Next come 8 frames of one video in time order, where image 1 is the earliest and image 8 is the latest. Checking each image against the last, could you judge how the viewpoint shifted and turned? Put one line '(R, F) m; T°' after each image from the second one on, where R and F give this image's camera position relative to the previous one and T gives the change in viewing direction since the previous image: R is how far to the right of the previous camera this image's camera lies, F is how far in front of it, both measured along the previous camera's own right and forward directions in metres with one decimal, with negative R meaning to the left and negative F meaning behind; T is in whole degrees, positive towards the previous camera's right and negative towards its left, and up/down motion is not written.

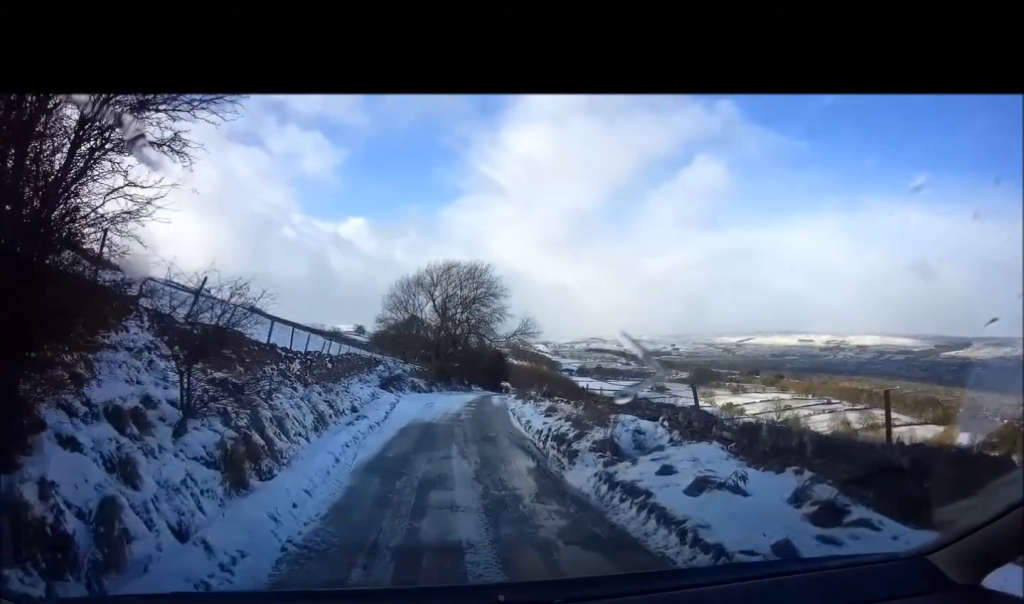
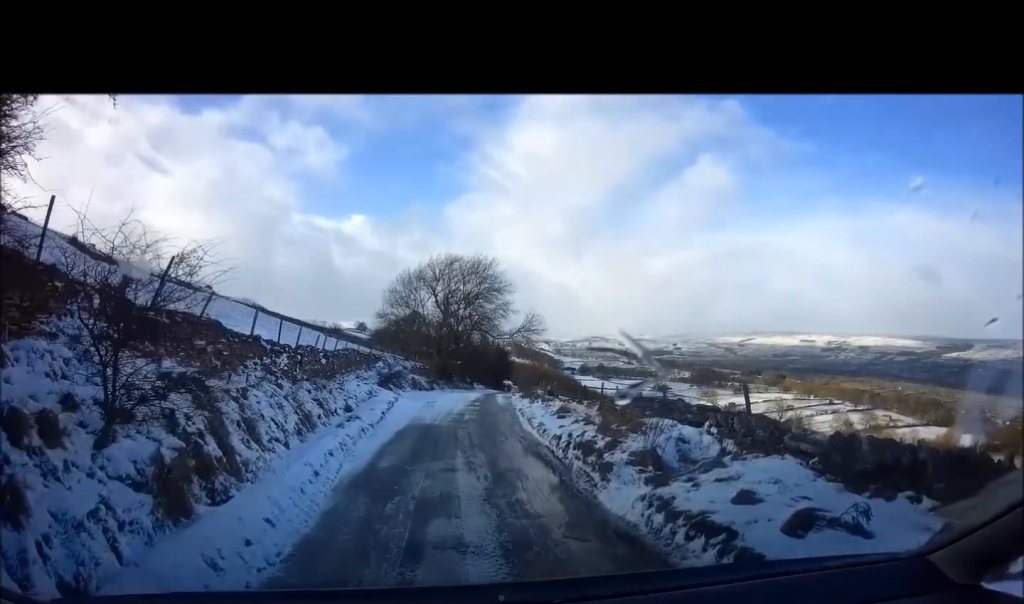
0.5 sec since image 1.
(+0.1, +1.7) m; +4°
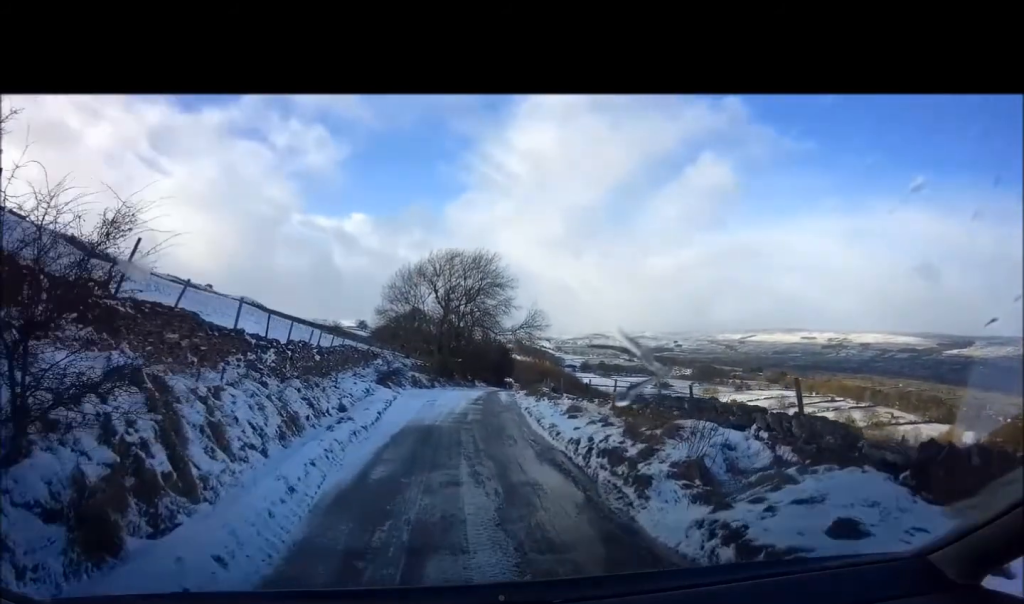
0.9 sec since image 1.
(0.0, +1.4) m; 0°
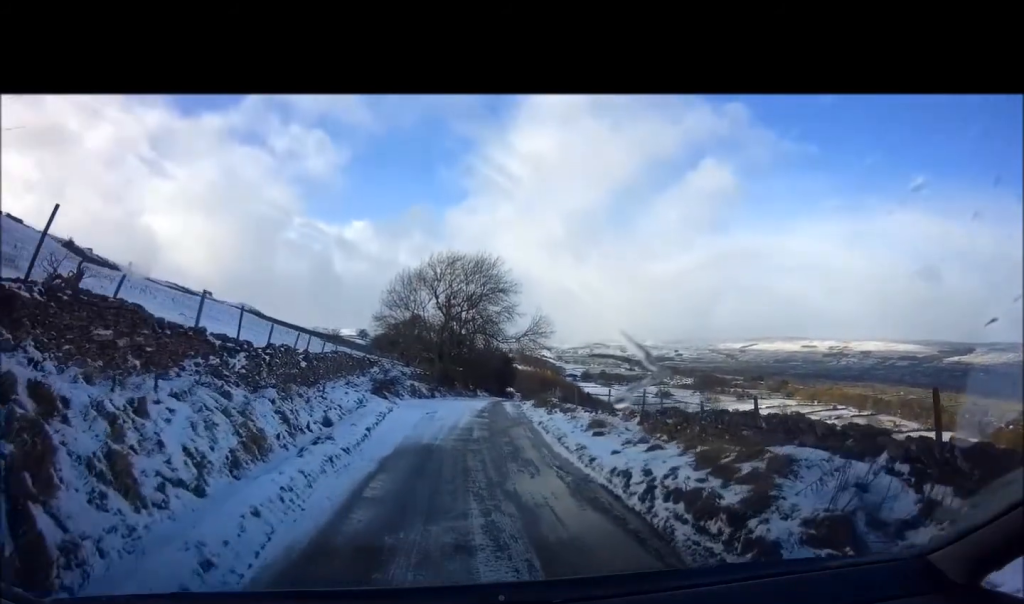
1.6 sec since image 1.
(0.0, +2.3) m; -1°
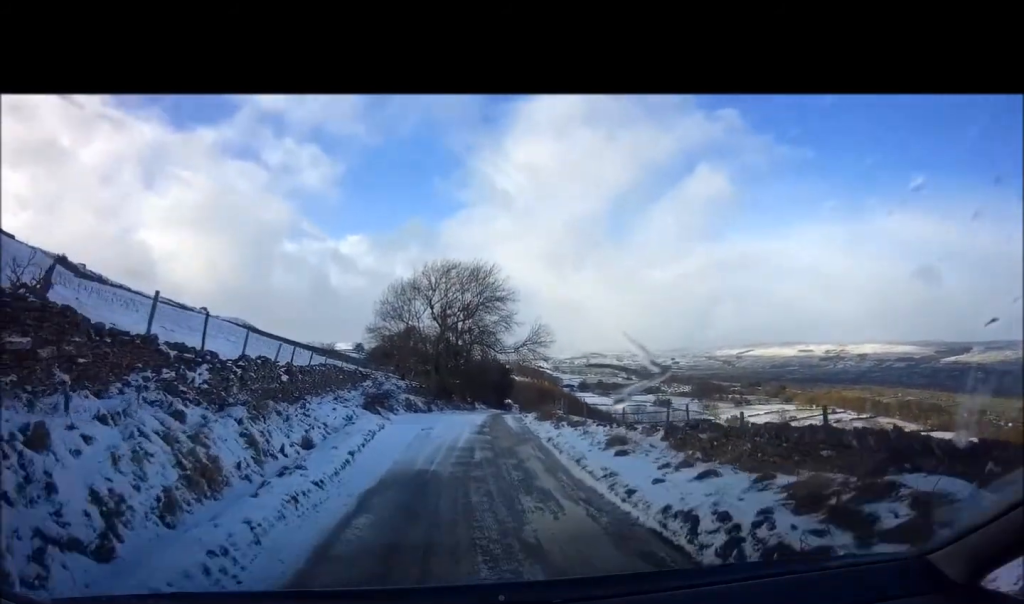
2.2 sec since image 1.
(0.0, +1.9) m; -4°
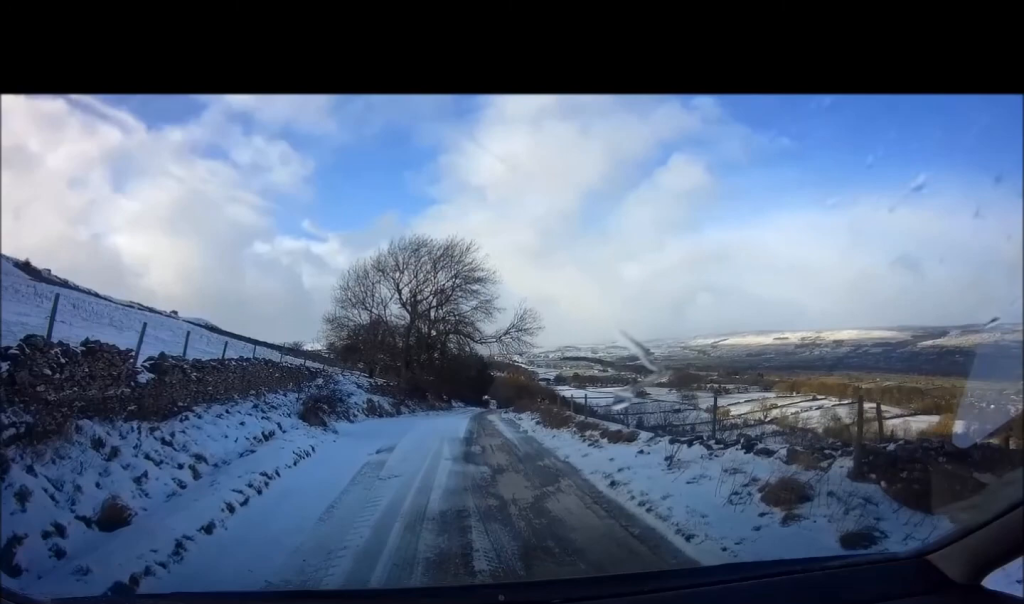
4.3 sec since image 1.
(-0.2, +6.8) m; +4°
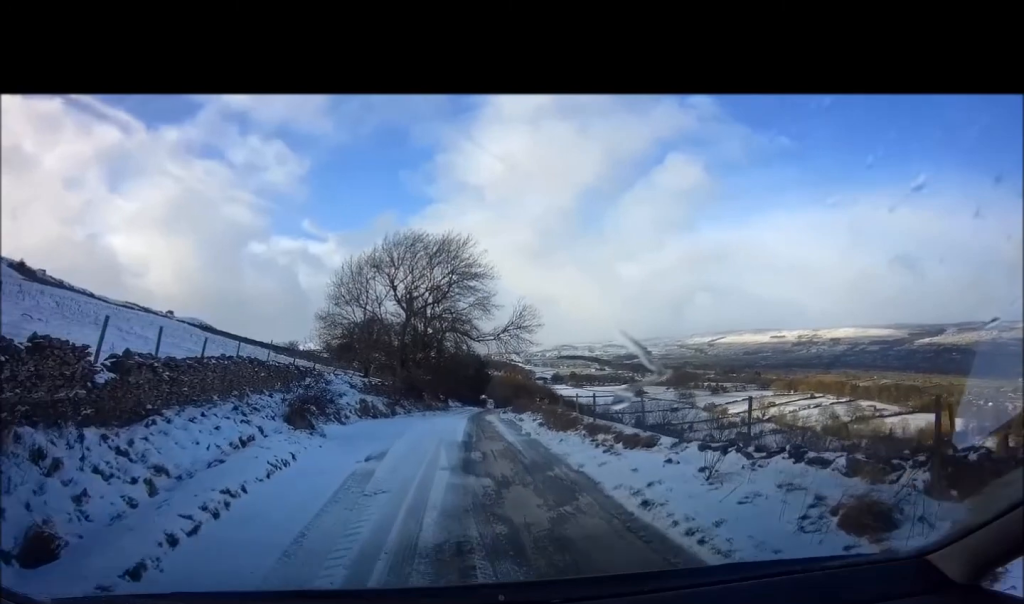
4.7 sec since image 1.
(0.0, +1.4) m; +1°
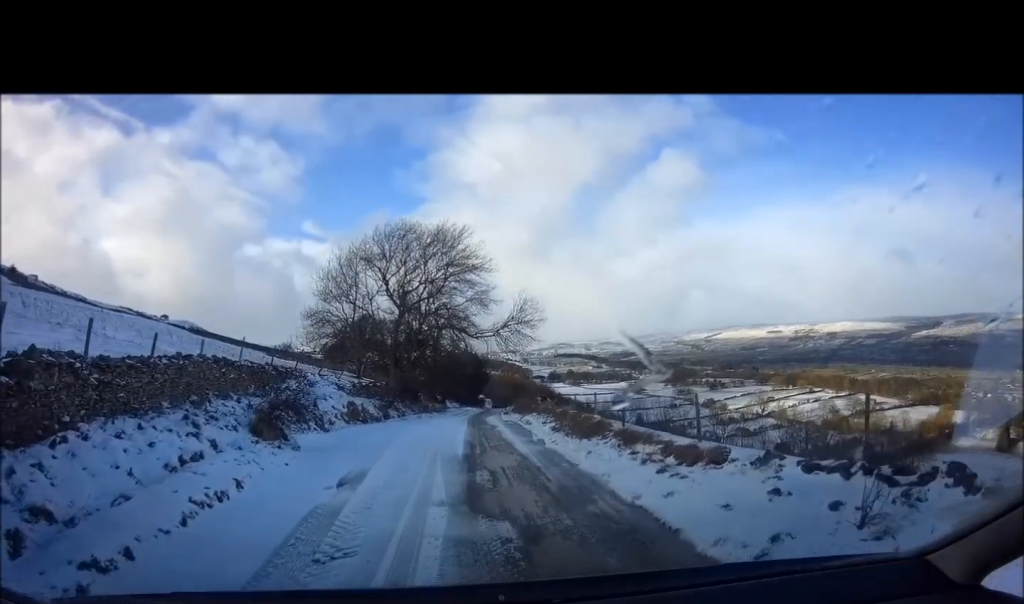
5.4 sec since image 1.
(0.0, +2.5) m; -1°
